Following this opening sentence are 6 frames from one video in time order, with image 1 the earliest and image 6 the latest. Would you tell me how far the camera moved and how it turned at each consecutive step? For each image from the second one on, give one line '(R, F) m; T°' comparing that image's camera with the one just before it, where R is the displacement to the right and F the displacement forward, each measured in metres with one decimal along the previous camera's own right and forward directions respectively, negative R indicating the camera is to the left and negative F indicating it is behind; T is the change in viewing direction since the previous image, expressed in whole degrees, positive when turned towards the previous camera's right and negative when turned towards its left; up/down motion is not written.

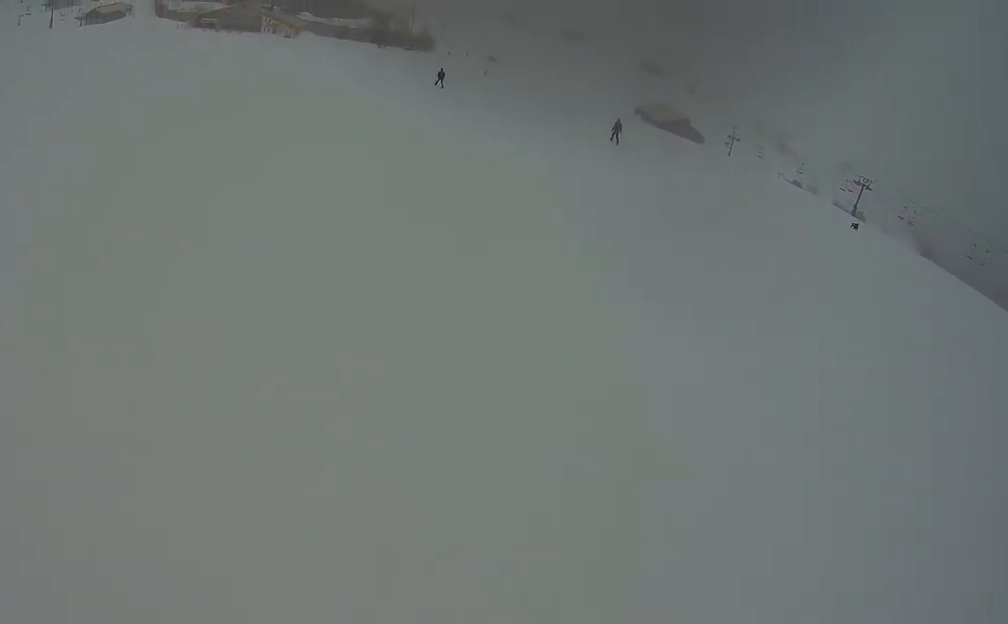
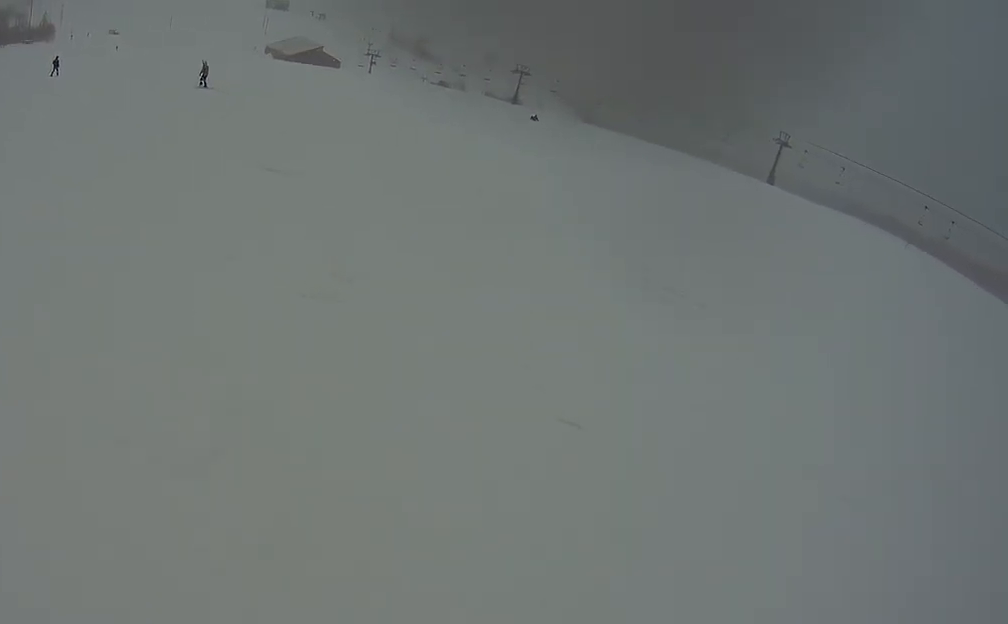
(+2.3, +4.7) m; +41°
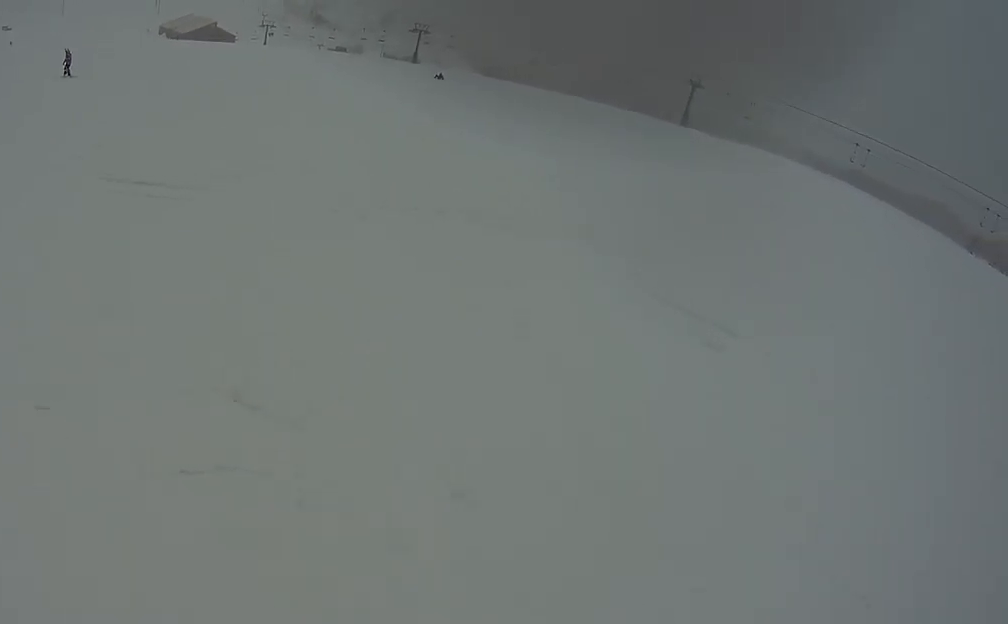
(+0.1, +2.2) m; +5°
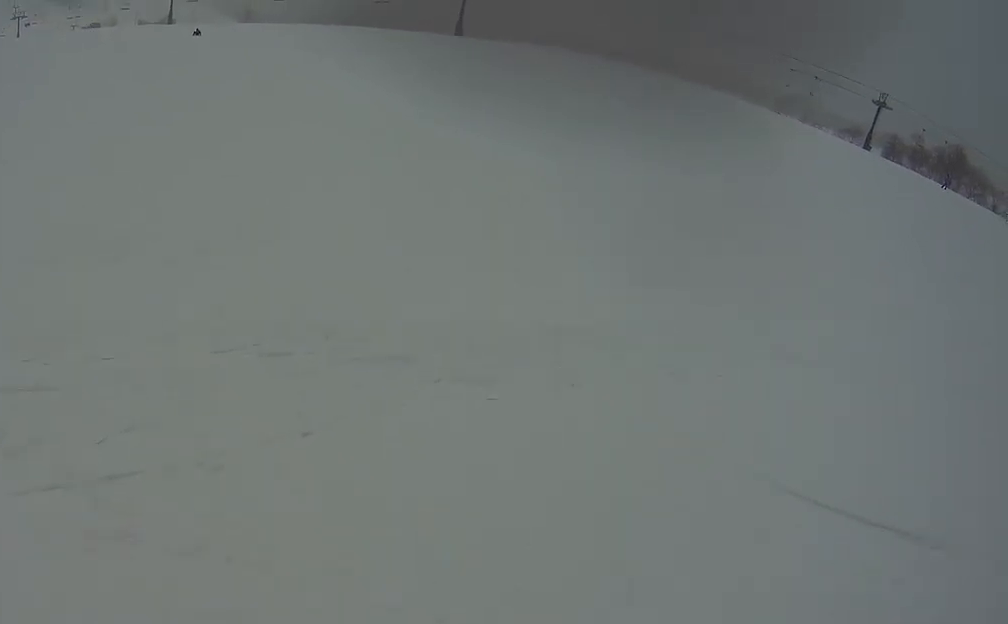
(+0.3, +4.5) m; +5°
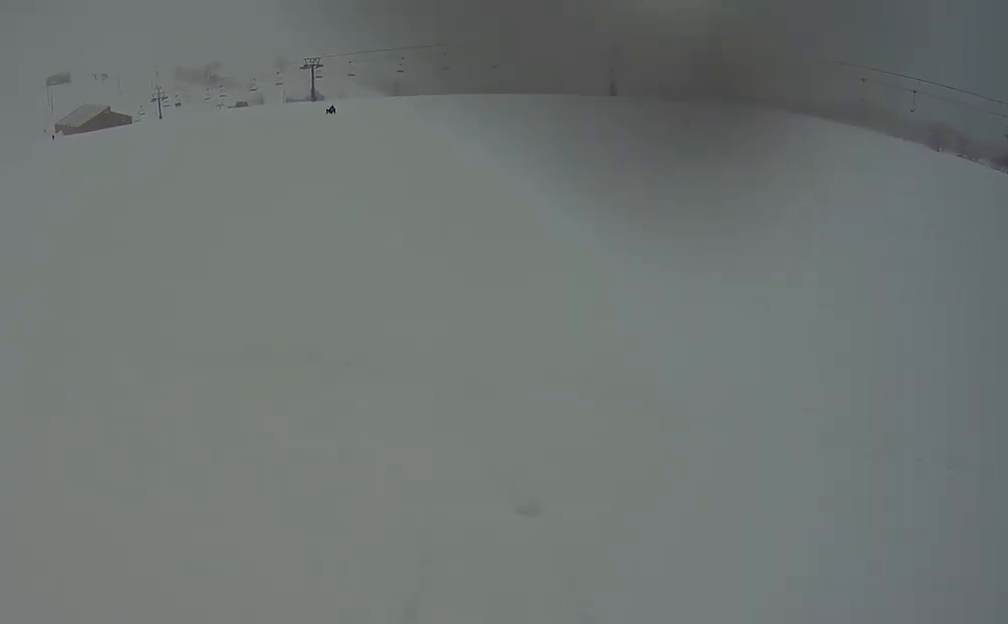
(+0.2, +8.6) m; -2°
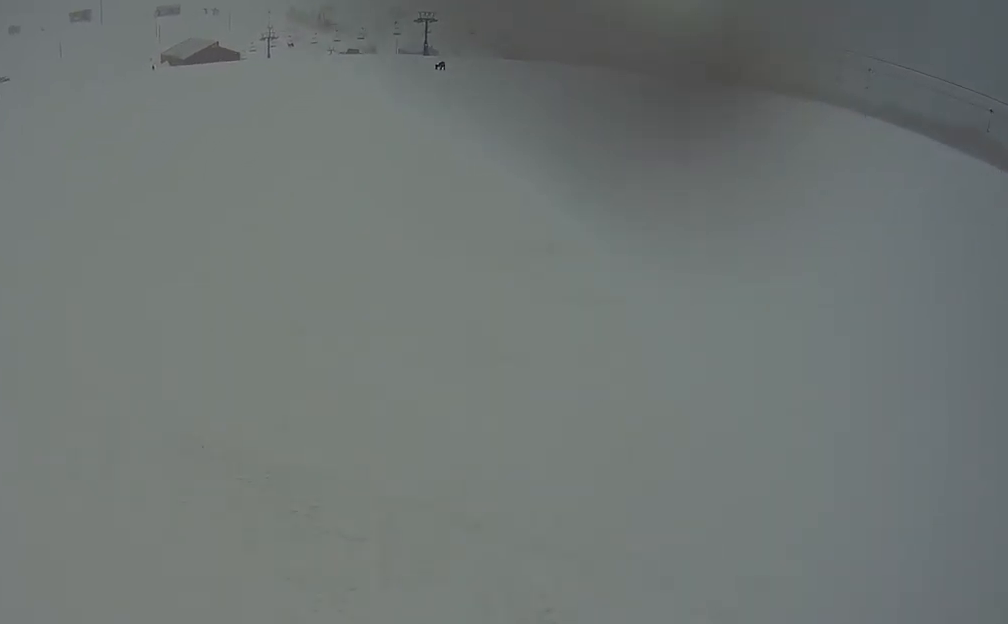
(+0.5, +2.3) m; -8°
